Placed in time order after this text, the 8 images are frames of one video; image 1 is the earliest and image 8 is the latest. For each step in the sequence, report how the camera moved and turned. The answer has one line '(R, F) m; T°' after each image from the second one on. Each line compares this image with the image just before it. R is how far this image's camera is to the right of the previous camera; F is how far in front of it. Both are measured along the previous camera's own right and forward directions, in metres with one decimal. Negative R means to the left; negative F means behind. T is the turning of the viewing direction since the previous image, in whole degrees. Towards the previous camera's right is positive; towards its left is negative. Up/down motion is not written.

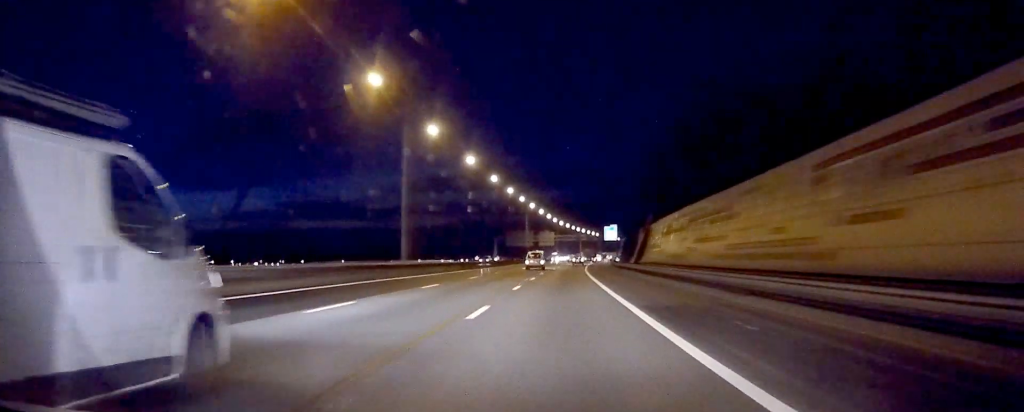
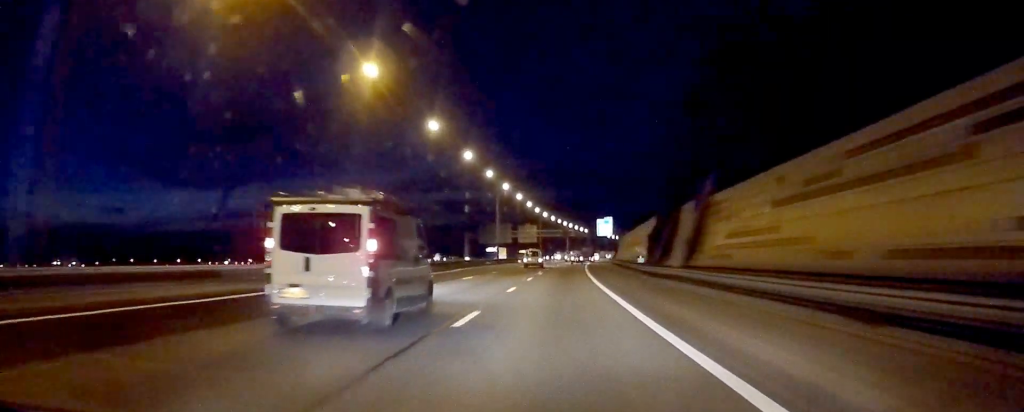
(+0.4, +37.2) m; +2°
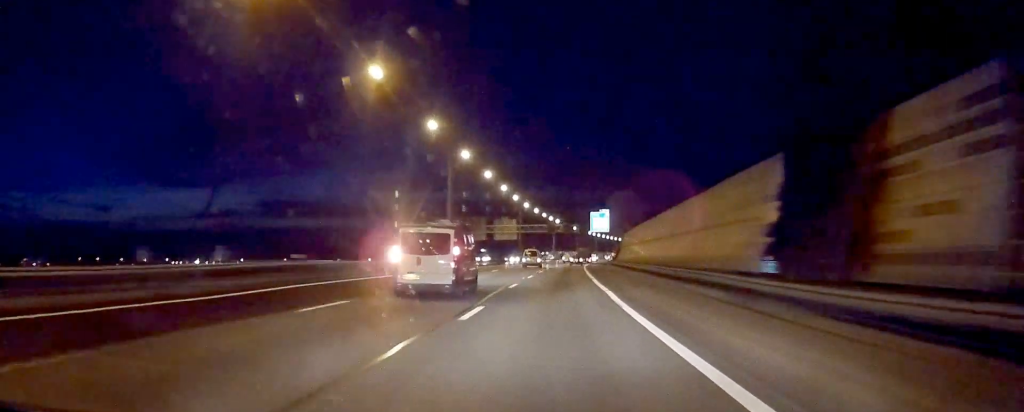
(+0.6, +34.5) m; +2°
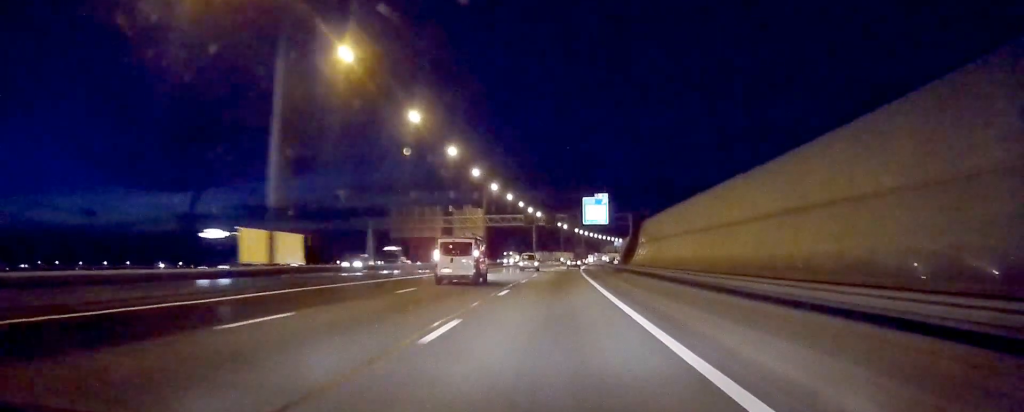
(+0.4, +39.7) m; +1°
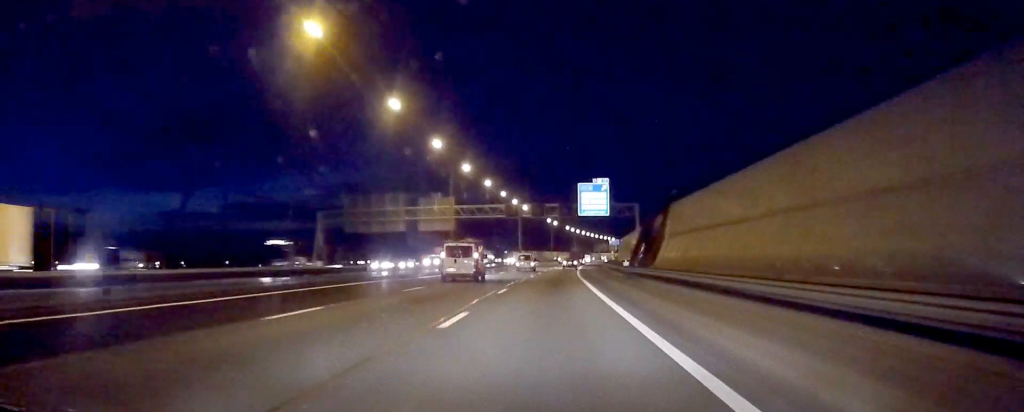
(0.0, +21.9) m; +1°
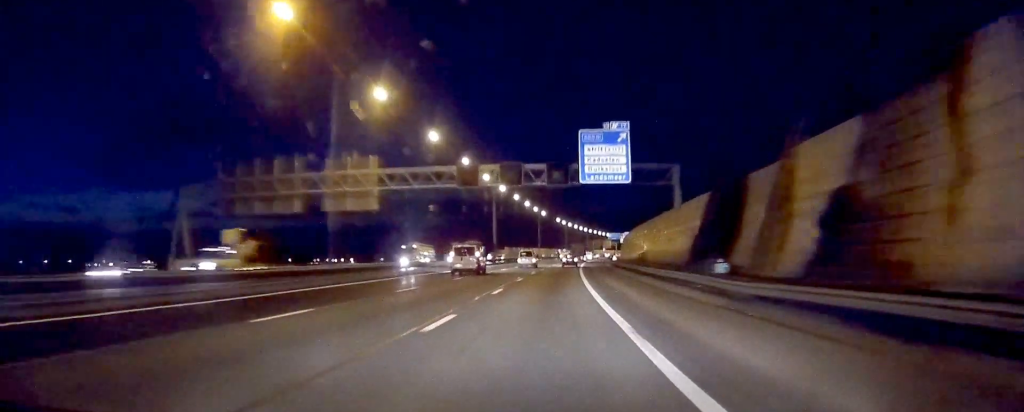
(+0.6, +36.6) m; +1°
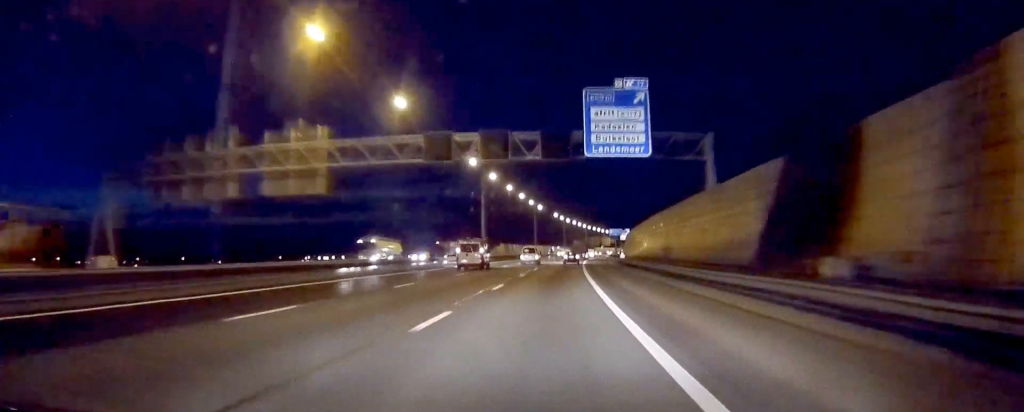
(+0.1, +12.8) m; 0°
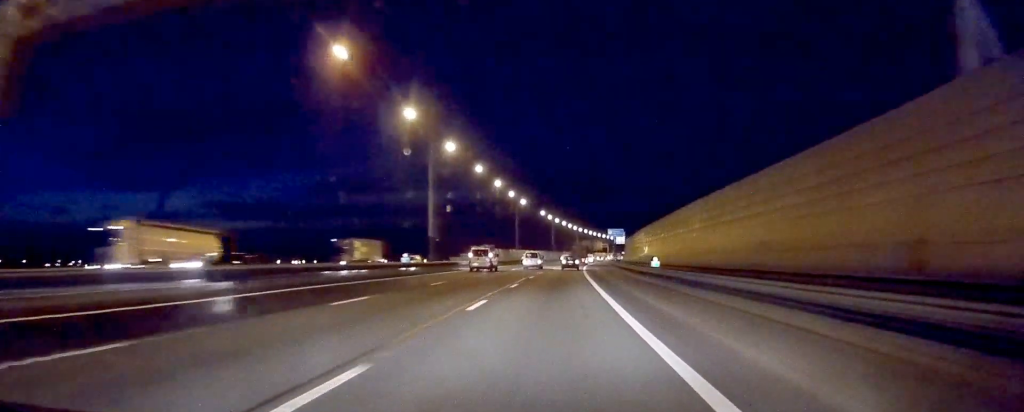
(0.0, +30.5) m; +2°
